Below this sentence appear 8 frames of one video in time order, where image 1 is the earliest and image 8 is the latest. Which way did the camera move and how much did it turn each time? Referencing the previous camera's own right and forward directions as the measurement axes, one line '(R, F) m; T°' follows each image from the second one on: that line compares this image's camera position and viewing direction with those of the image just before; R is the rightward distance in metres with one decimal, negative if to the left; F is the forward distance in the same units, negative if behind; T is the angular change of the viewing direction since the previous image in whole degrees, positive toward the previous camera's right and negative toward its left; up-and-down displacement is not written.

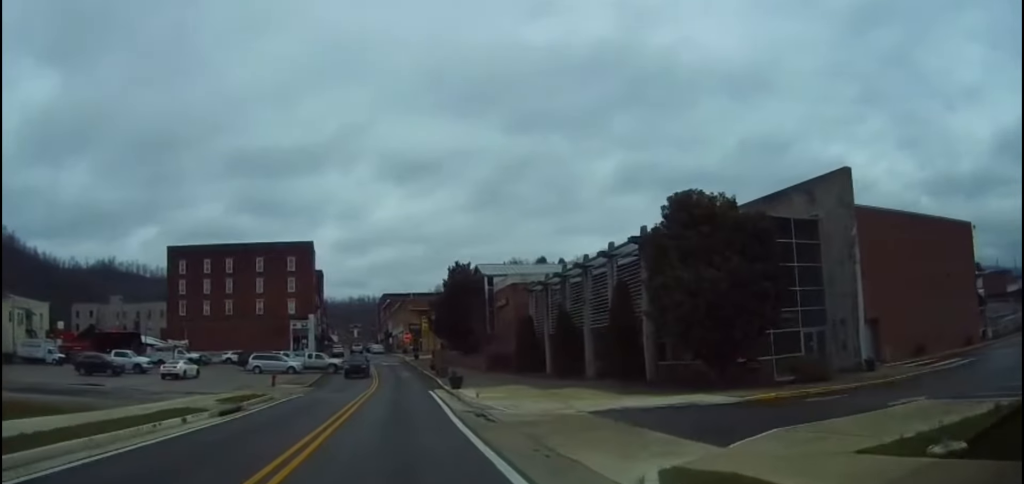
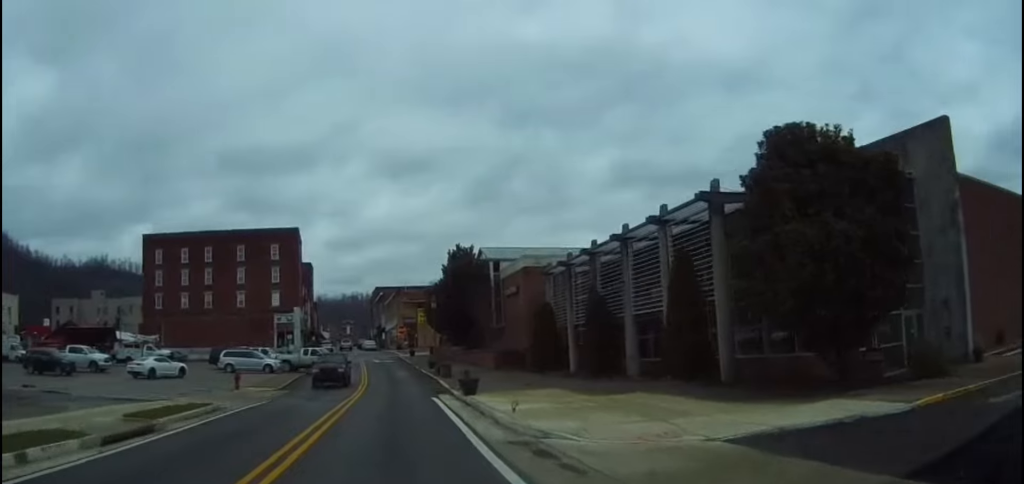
(-0.2, +8.0) m; -2°
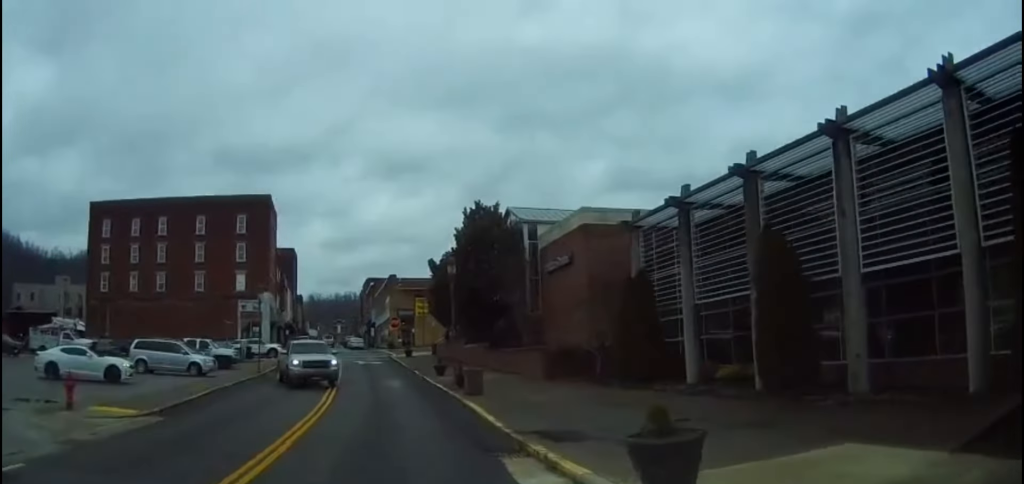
(-0.1, +17.3) m; 0°
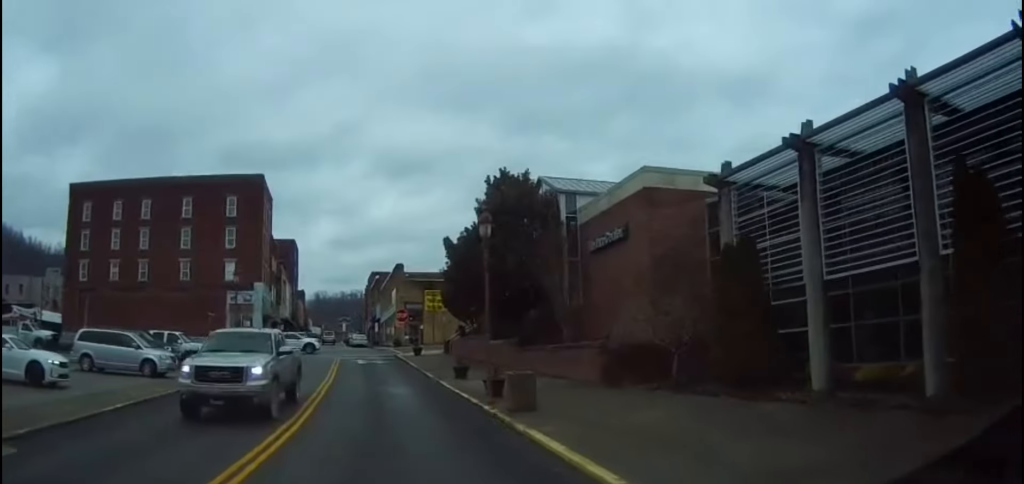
(0.0, +7.5) m; +2°
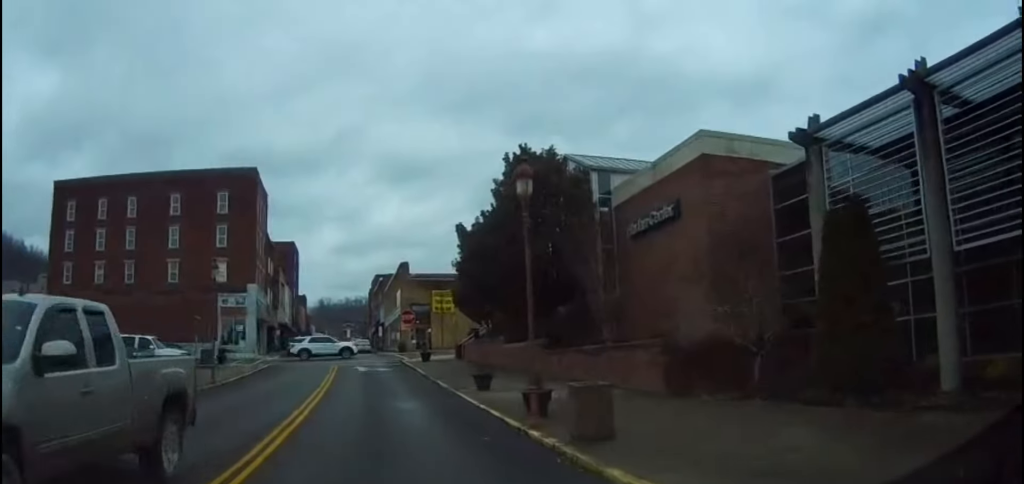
(0.0, +5.0) m; +2°
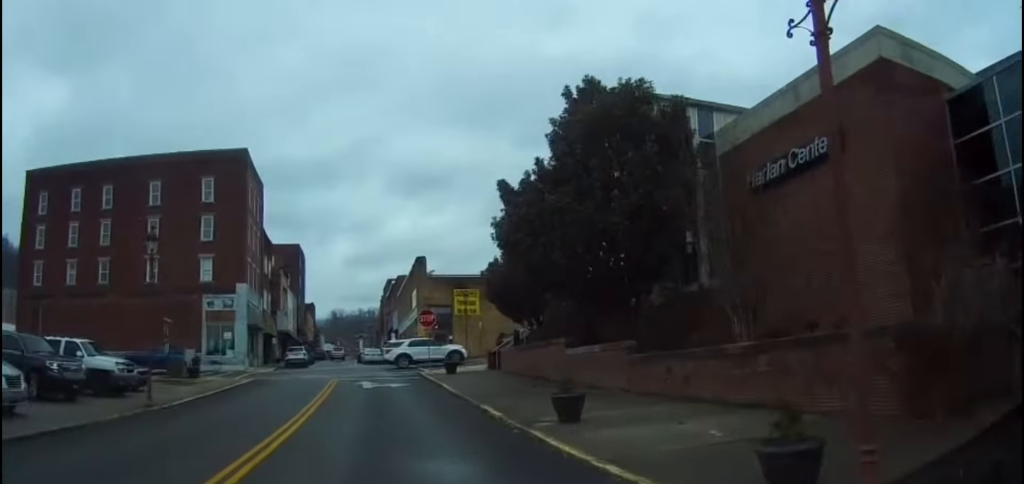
(+0.3, +8.8) m; -1°
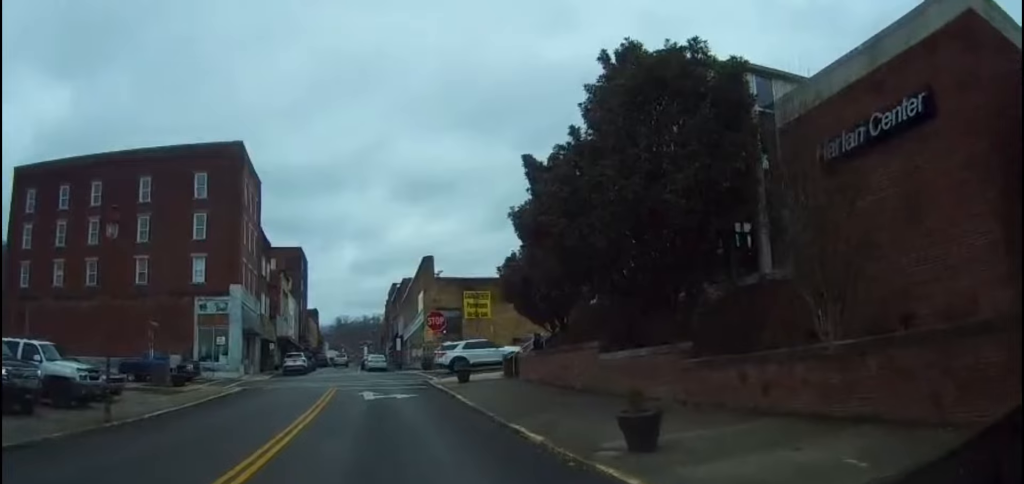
(-0.1, +3.4) m; -3°
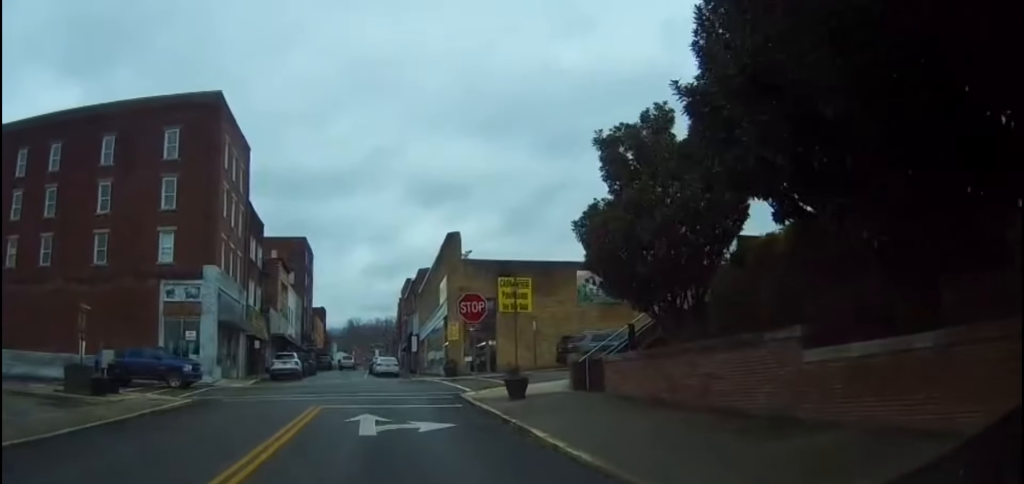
(-0.7, +10.0) m; -5°
